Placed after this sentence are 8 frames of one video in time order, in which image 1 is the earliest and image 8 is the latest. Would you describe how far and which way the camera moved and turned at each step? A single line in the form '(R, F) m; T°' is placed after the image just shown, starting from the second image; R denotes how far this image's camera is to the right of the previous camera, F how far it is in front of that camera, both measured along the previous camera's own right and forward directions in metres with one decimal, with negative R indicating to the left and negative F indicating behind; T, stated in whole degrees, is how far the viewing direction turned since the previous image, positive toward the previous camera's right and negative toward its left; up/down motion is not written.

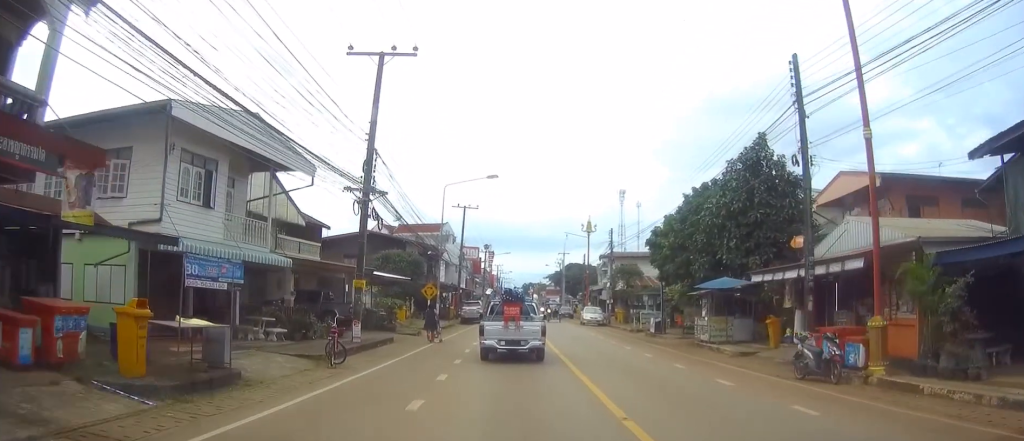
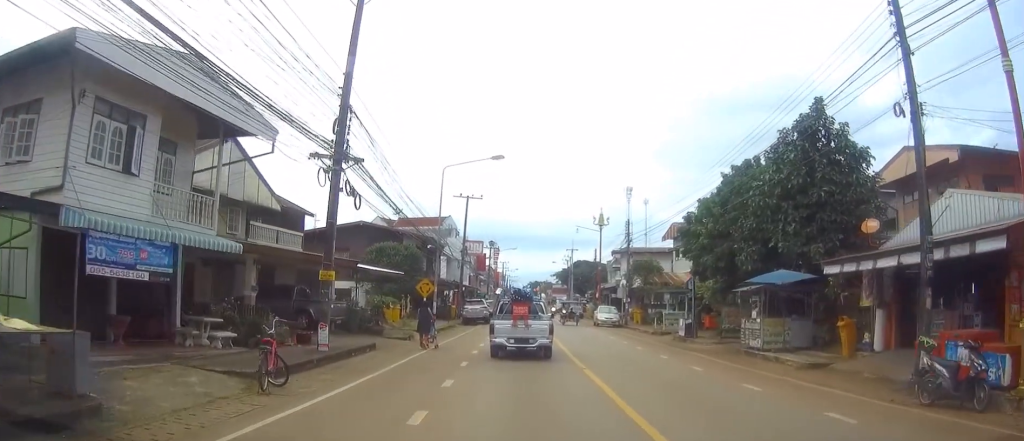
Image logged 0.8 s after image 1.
(0.0, +5.5) m; -1°
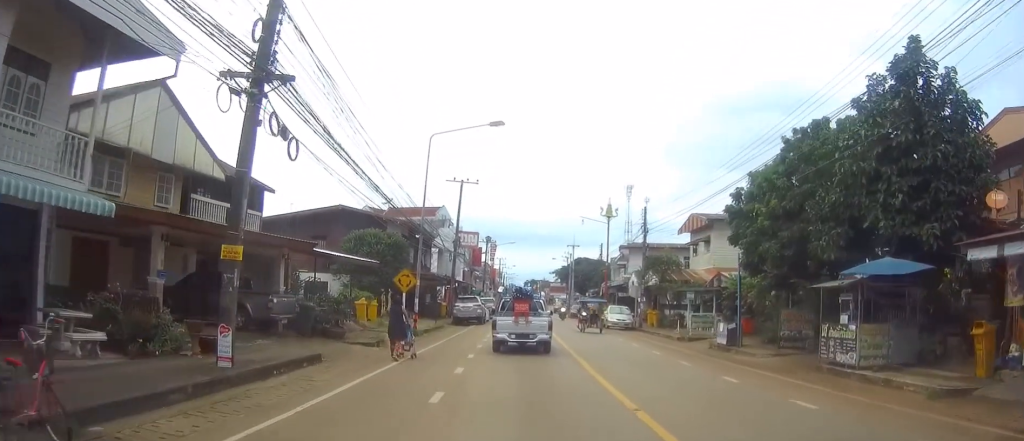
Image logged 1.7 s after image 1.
(-0.1, +6.8) m; -1°
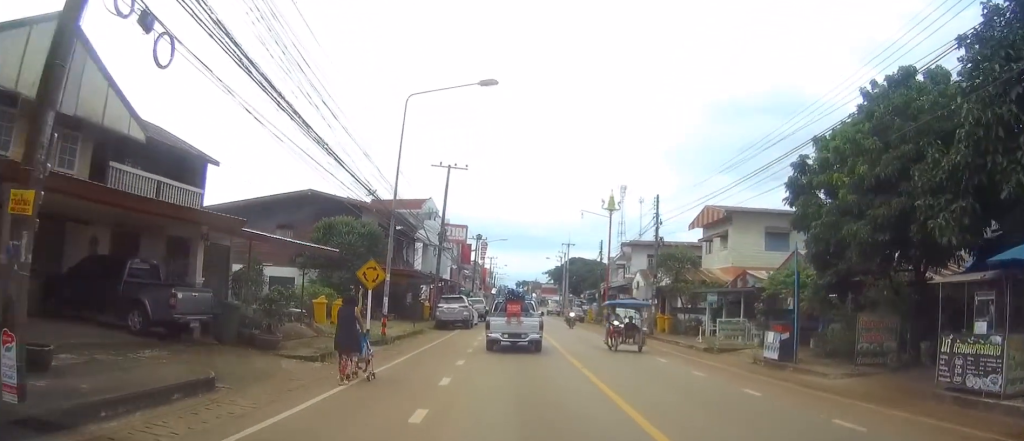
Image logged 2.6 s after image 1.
(0.0, +5.9) m; 0°
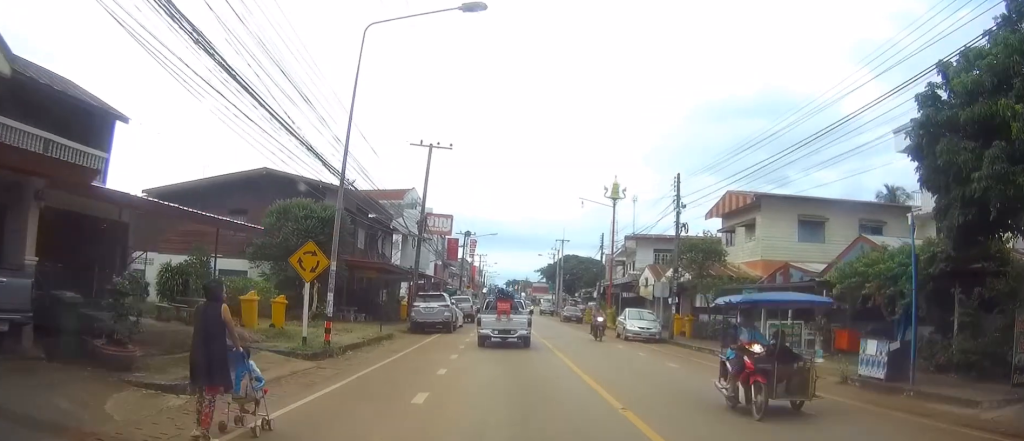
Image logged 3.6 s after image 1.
(0.0, +6.7) m; 0°
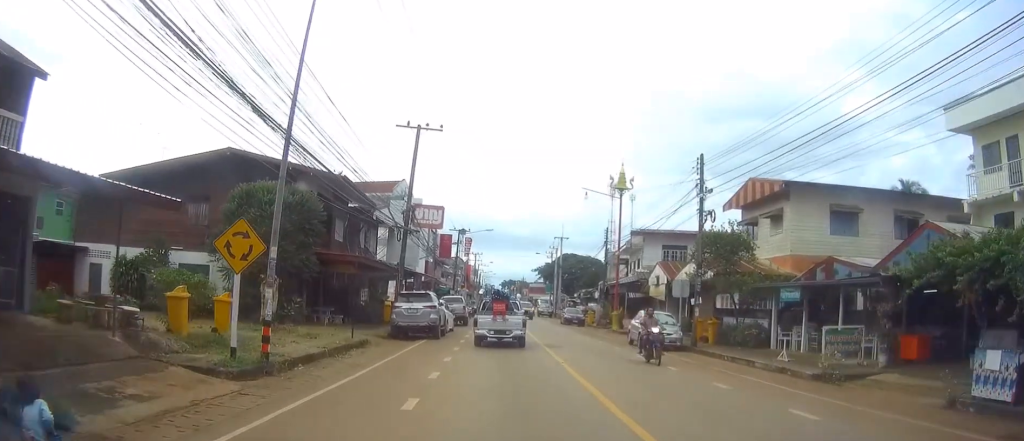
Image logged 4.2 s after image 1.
(0.0, +4.2) m; 0°
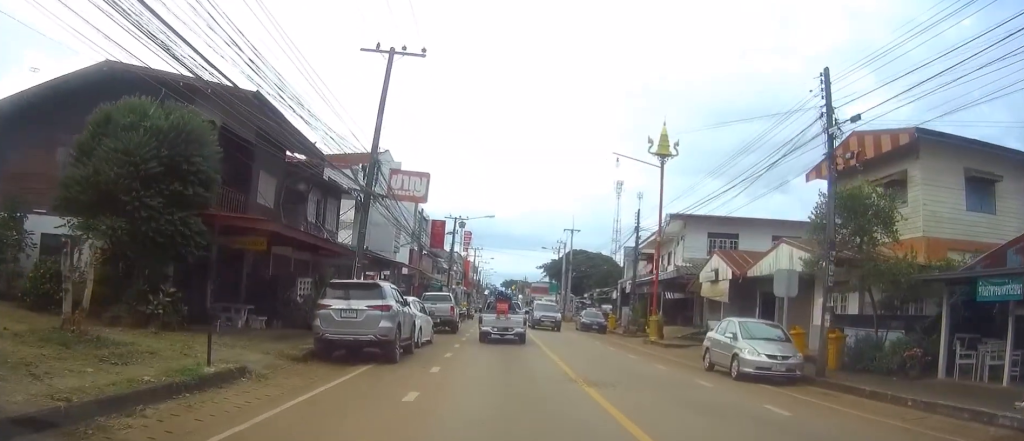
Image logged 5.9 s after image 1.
(0.0, +11.4) m; 0°
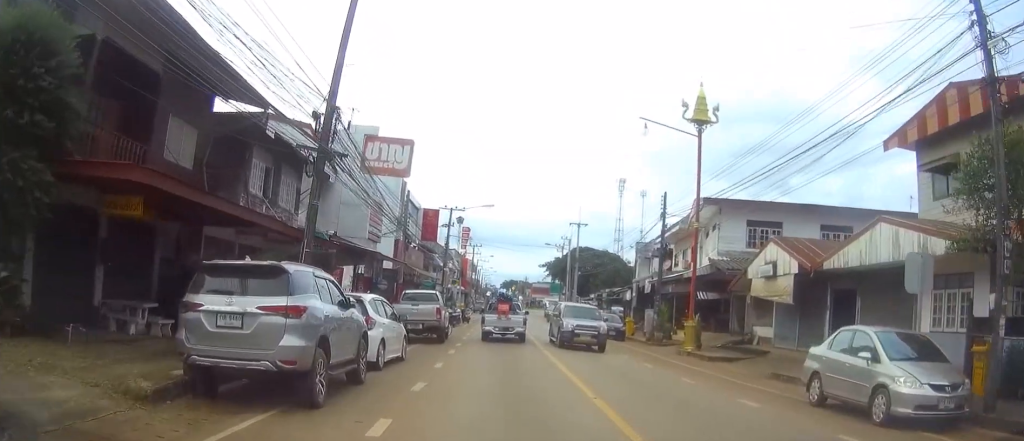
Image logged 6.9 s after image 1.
(0.0, +6.8) m; 0°
